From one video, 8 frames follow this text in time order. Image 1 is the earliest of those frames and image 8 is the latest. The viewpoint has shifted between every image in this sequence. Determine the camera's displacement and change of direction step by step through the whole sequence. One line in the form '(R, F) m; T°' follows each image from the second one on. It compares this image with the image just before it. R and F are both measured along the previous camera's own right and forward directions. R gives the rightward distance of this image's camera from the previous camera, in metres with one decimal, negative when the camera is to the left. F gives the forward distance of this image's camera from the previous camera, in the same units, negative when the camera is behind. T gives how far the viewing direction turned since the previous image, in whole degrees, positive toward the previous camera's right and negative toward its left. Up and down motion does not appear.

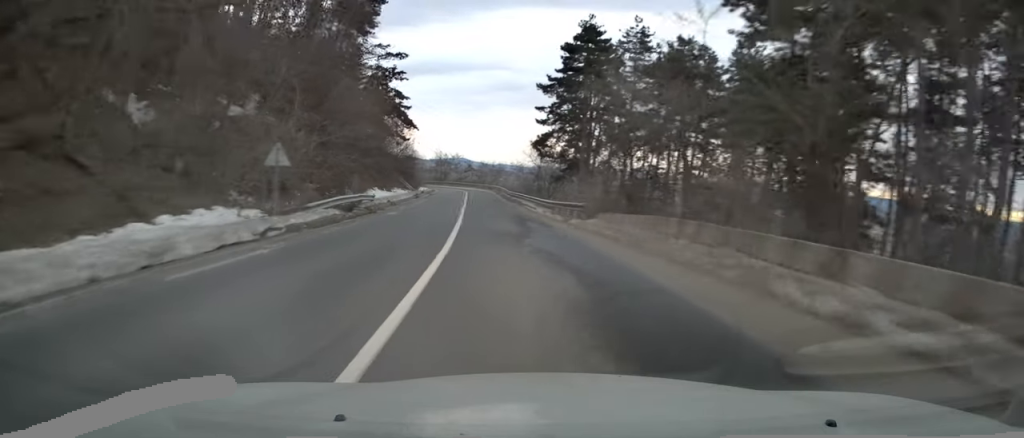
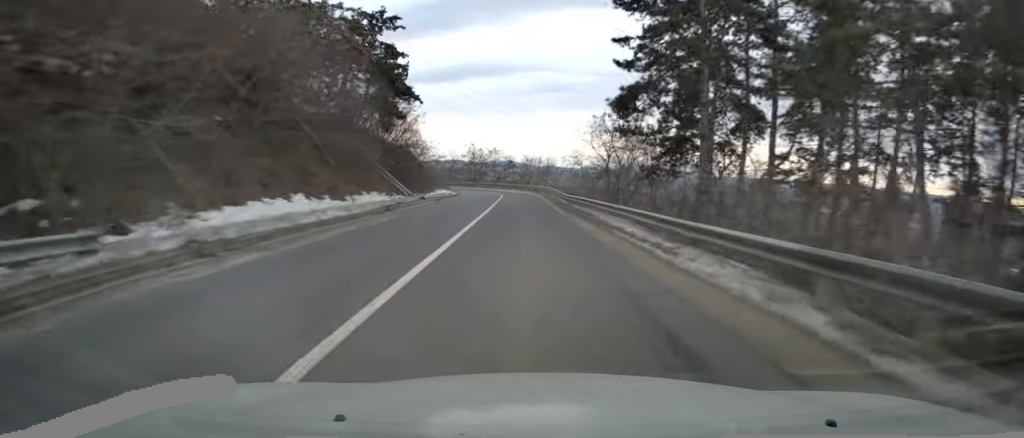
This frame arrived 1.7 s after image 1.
(-1.3, +23.6) m; -5°
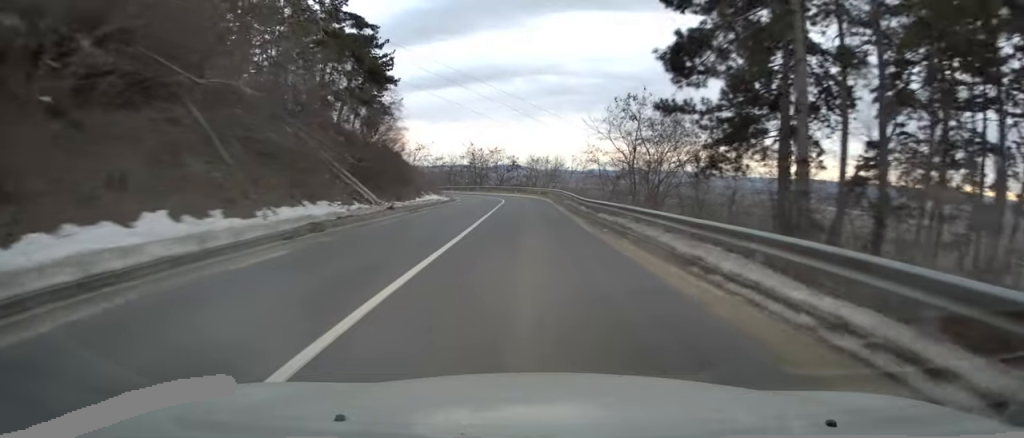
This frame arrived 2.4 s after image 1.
(-0.3, +9.6) m; 0°
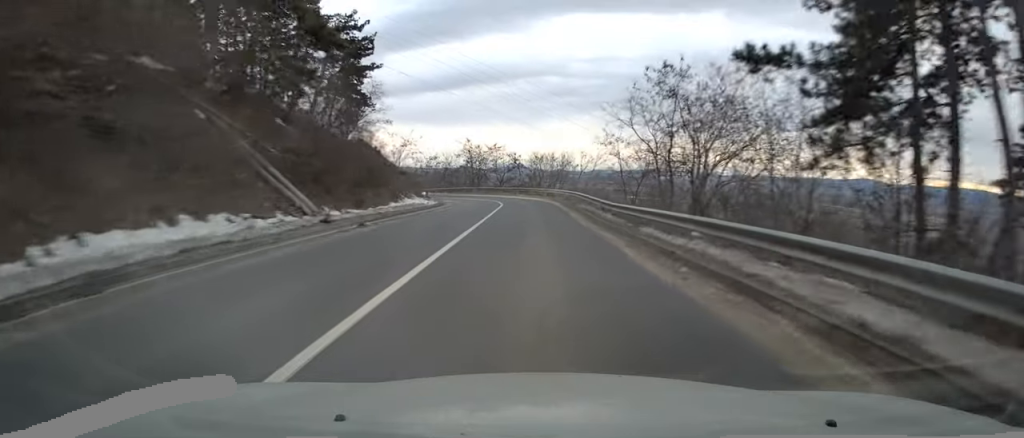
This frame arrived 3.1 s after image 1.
(+0.1, +9.1) m; 0°
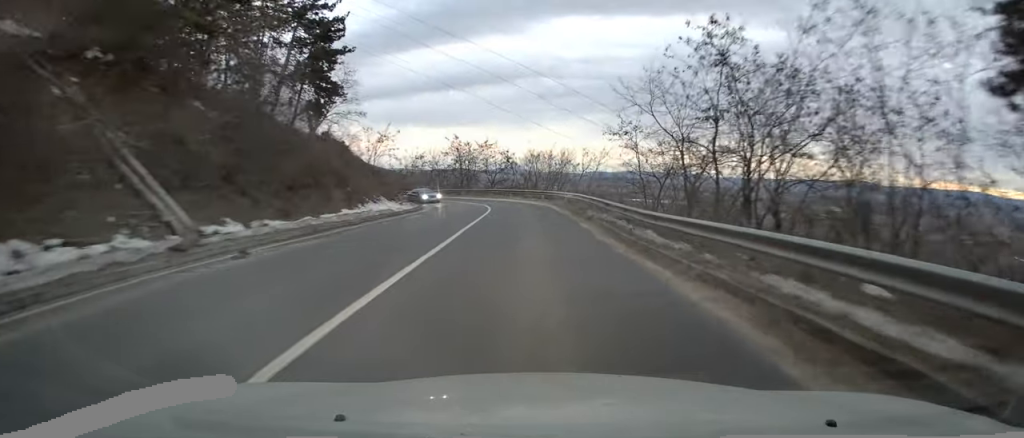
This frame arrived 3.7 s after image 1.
(+0.1, +7.7) m; 0°
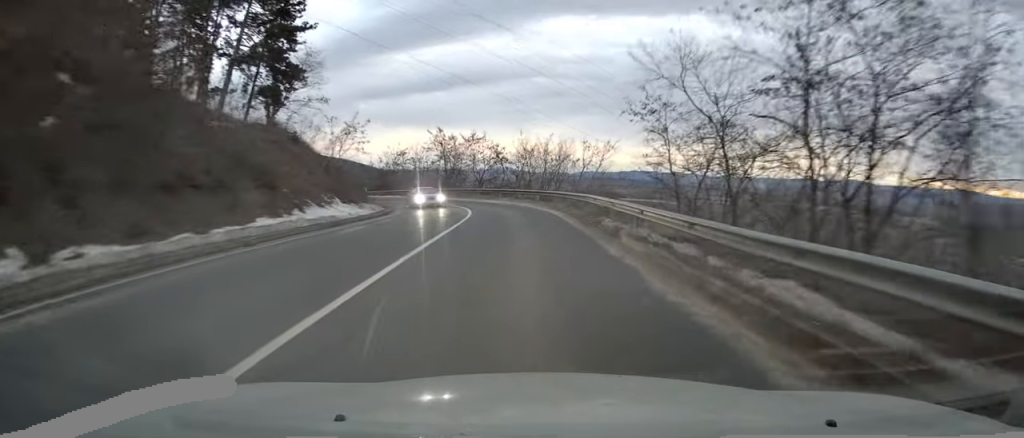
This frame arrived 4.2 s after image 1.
(0.0, +7.7) m; 0°
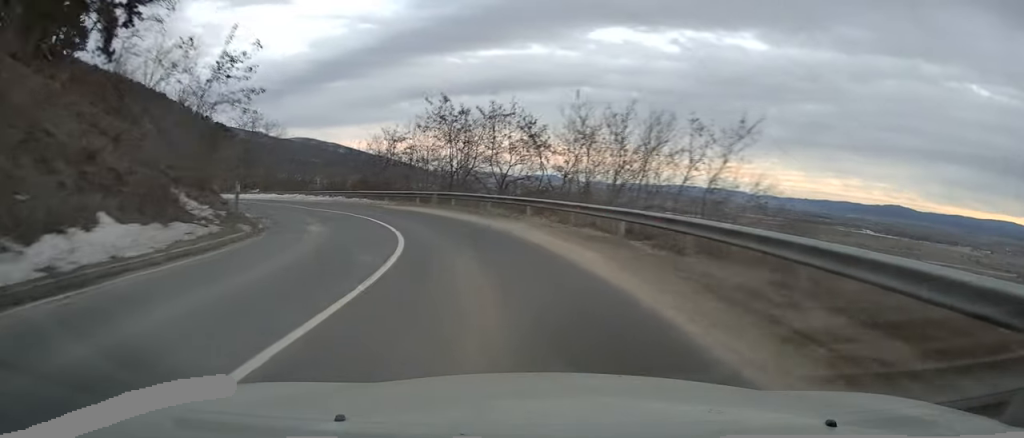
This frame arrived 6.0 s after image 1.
(-0.5, +24.0) m; -6°
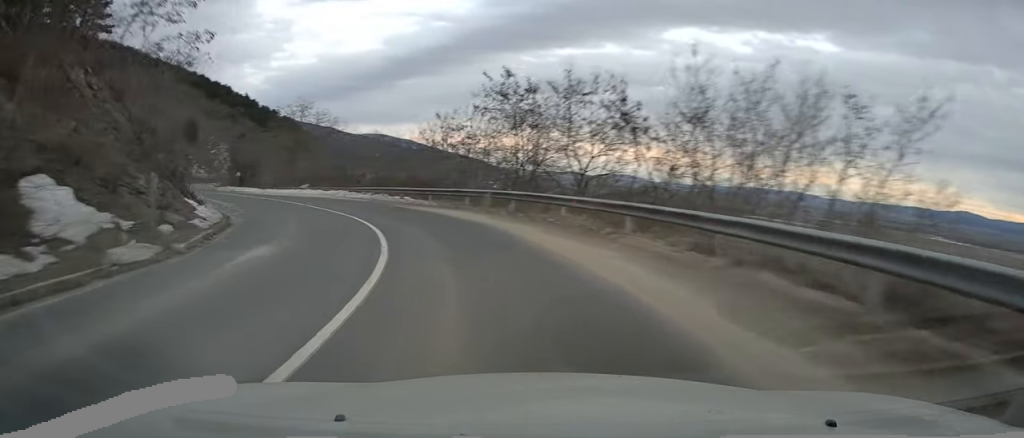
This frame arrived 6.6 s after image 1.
(+0.1, +8.5) m; -5°
